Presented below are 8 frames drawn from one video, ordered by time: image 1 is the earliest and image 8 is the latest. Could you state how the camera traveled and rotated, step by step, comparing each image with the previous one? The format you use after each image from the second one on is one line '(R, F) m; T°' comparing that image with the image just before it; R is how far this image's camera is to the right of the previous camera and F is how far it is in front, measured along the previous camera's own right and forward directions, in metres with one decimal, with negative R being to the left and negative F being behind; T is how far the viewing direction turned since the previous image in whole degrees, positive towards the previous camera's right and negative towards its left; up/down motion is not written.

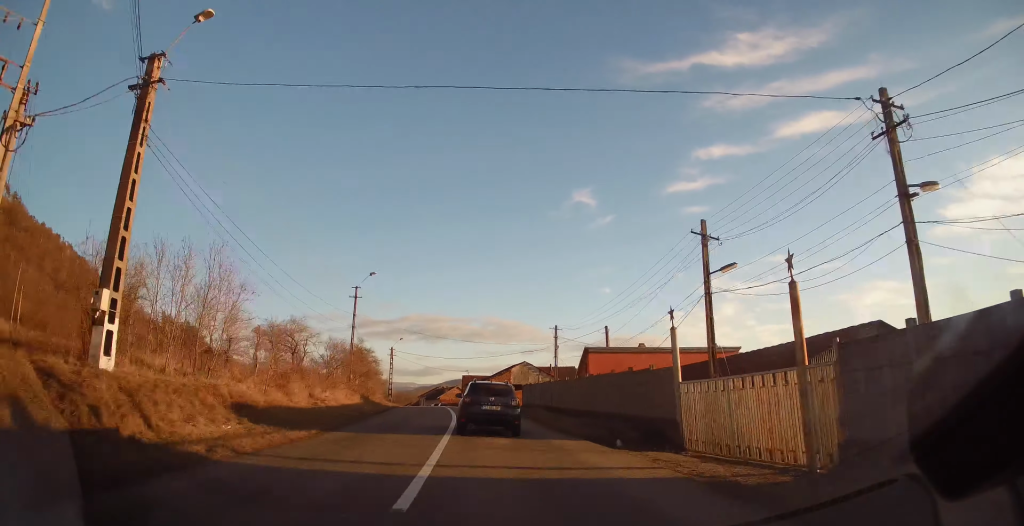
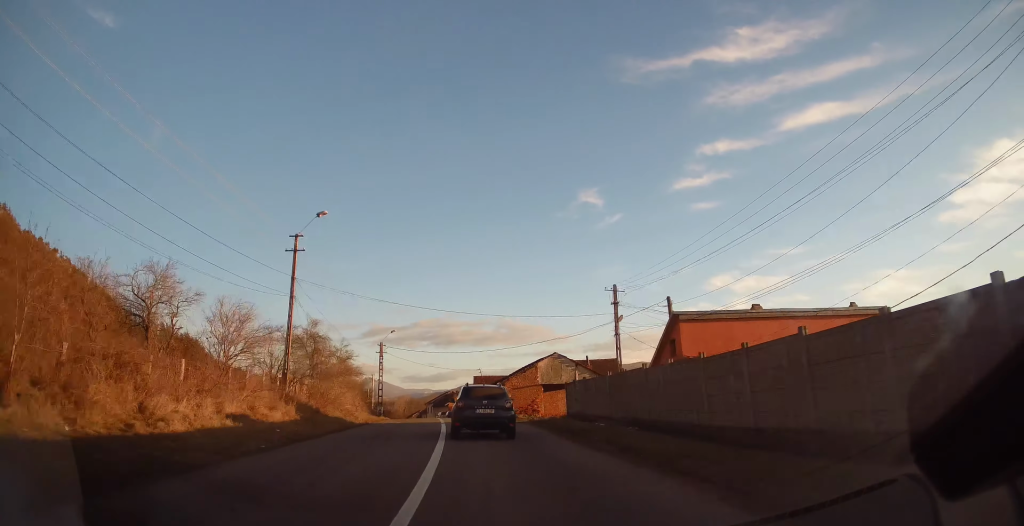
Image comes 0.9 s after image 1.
(-0.4, +17.4) m; -3°
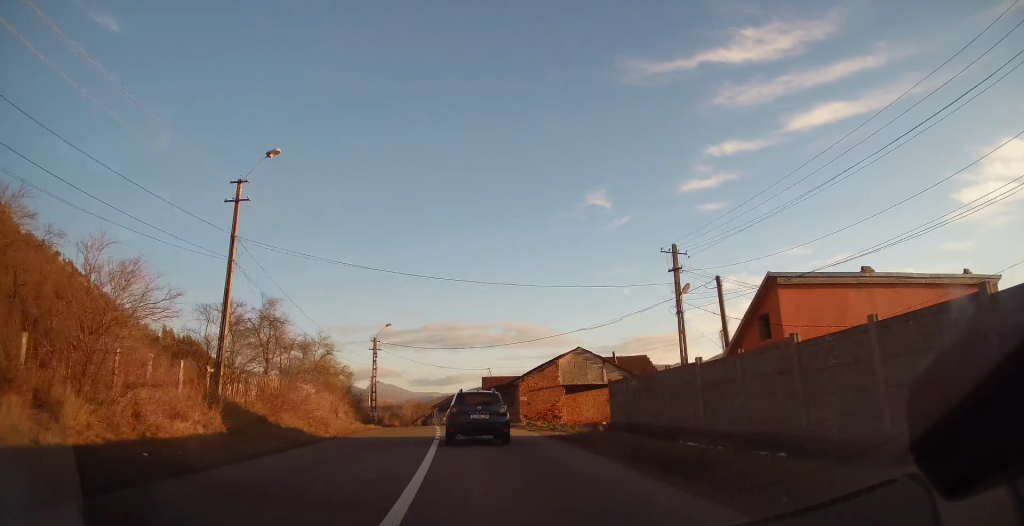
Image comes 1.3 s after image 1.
(0.0, +8.3) m; -1°
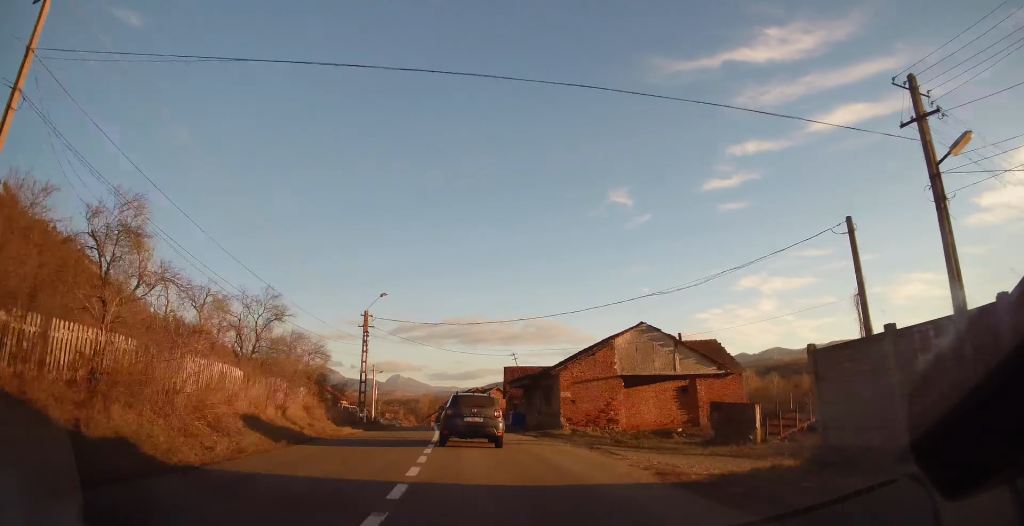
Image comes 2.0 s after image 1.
(-0.2, +12.4) m; -1°
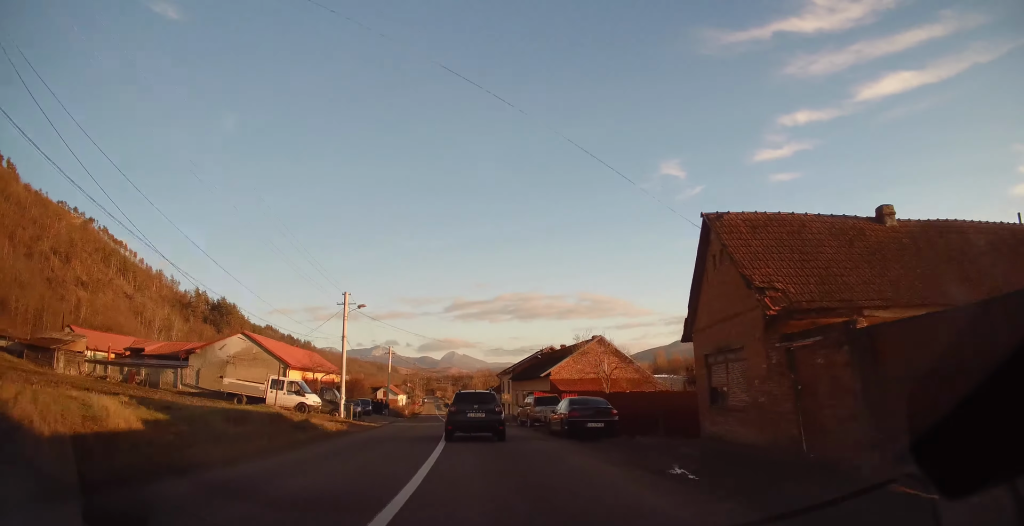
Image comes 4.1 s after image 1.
(-2.0, +37.8) m; -5°
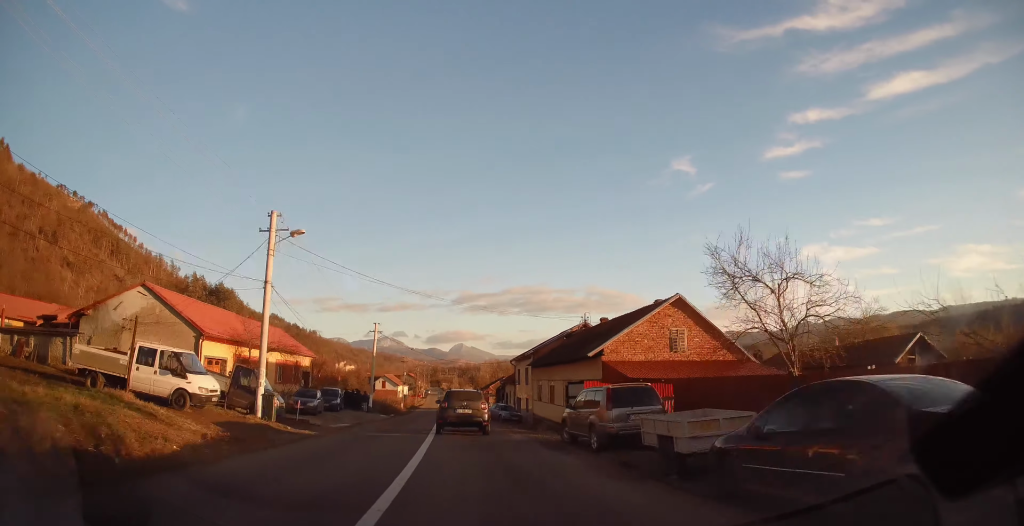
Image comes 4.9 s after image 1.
(+0.1, +14.7) m; -1°
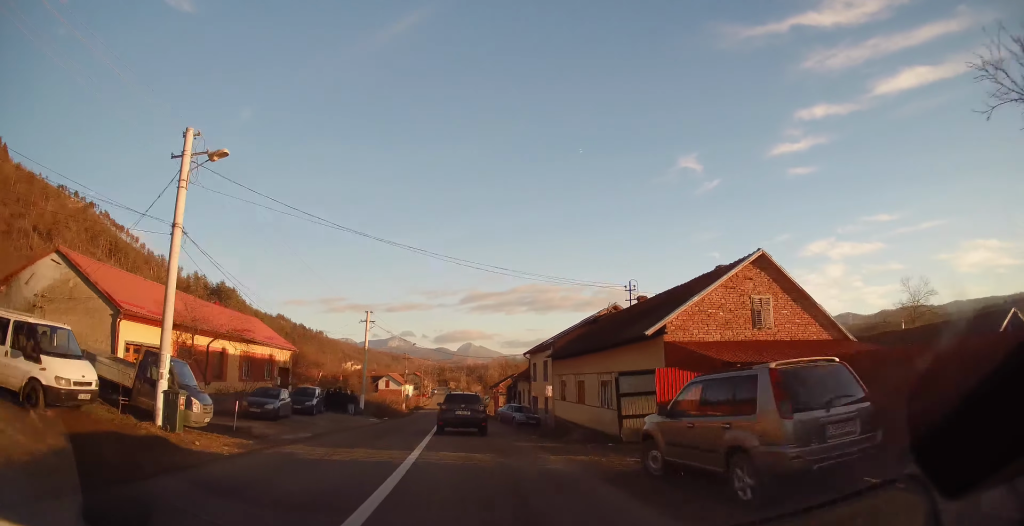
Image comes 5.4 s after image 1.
(+0.1, +7.6) m; -1°
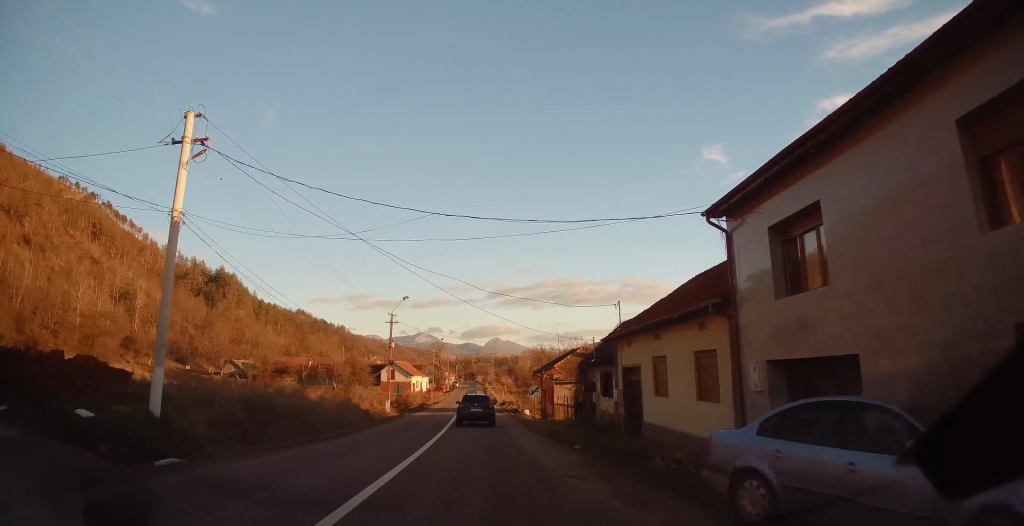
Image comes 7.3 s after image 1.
(-1.6, +34.2) m; -3°
